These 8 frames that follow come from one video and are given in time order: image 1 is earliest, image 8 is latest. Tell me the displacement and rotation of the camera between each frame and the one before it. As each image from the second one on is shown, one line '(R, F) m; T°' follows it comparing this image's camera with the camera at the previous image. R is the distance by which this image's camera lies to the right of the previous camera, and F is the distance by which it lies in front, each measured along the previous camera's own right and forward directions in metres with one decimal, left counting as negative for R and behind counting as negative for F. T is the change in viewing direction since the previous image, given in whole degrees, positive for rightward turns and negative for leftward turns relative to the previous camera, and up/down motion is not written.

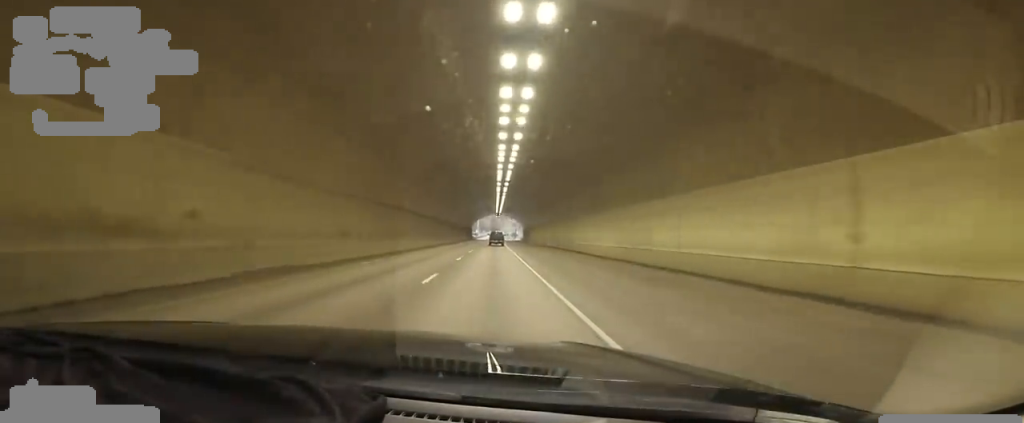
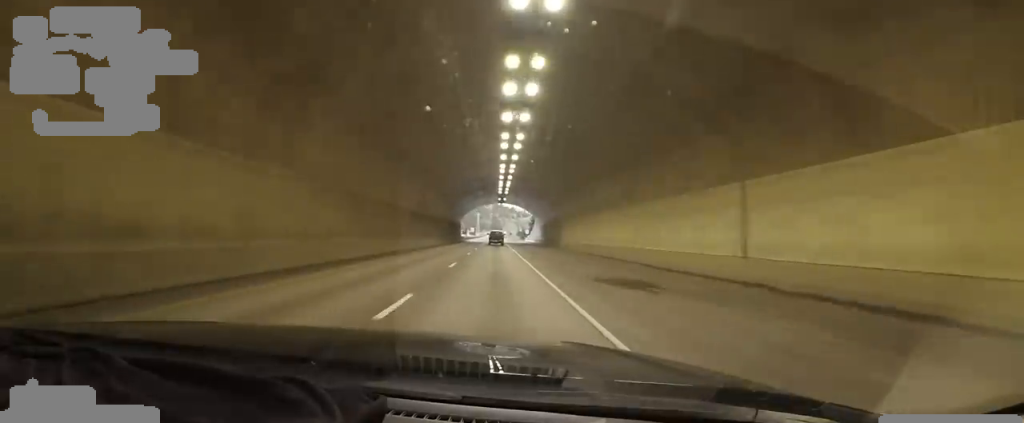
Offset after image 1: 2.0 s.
(+2.9, +52.7) m; 0°
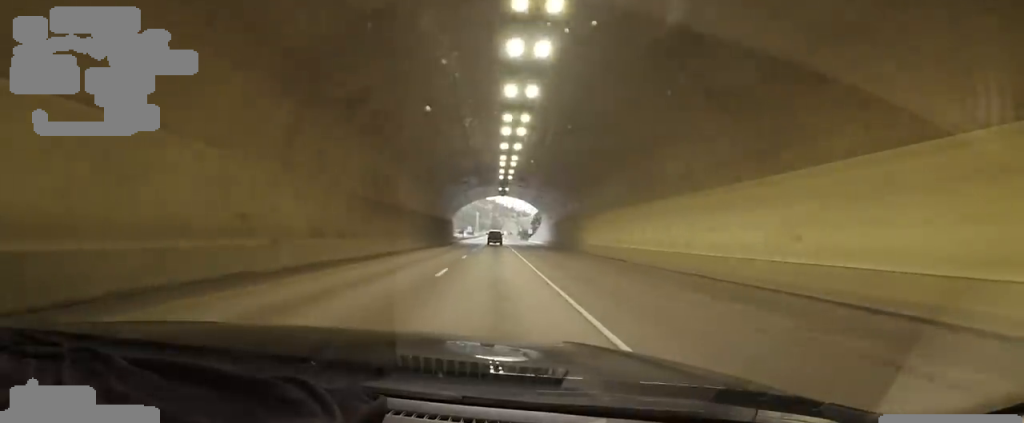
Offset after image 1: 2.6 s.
(-0.9, +15.8) m; 0°
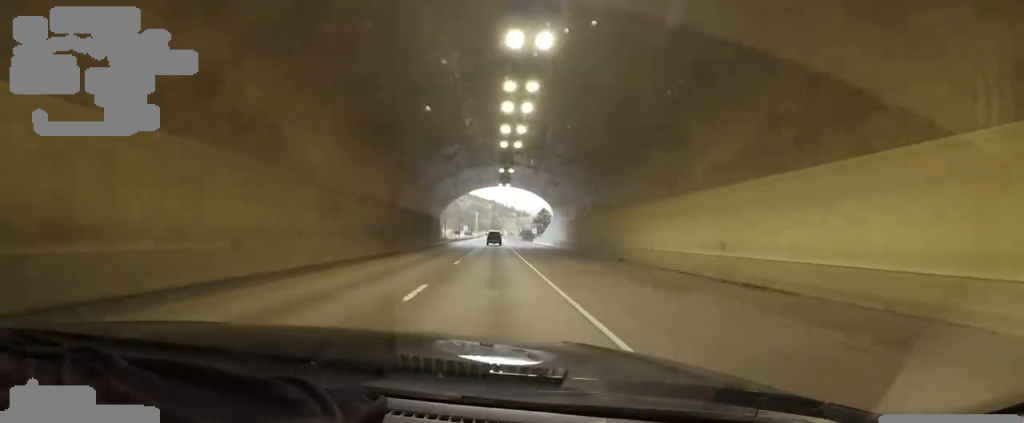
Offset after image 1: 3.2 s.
(-0.2, +16.7) m; 0°
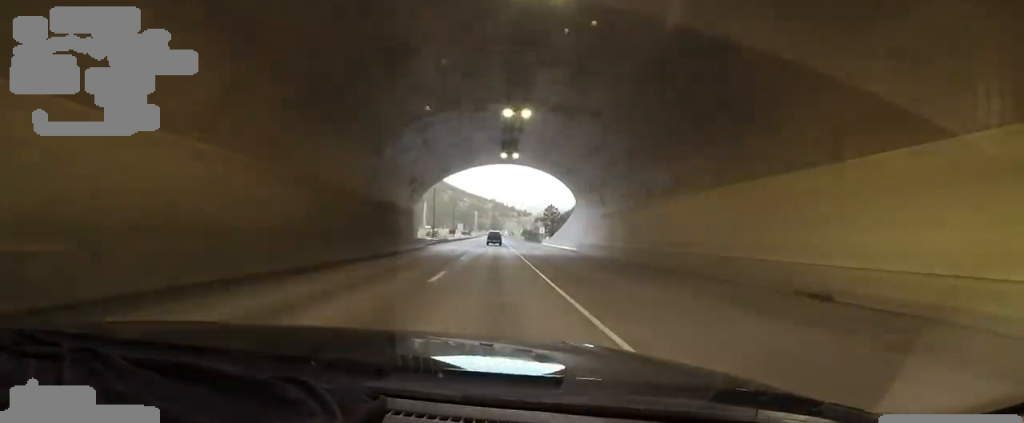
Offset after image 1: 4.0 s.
(+1.1, +19.4) m; 0°
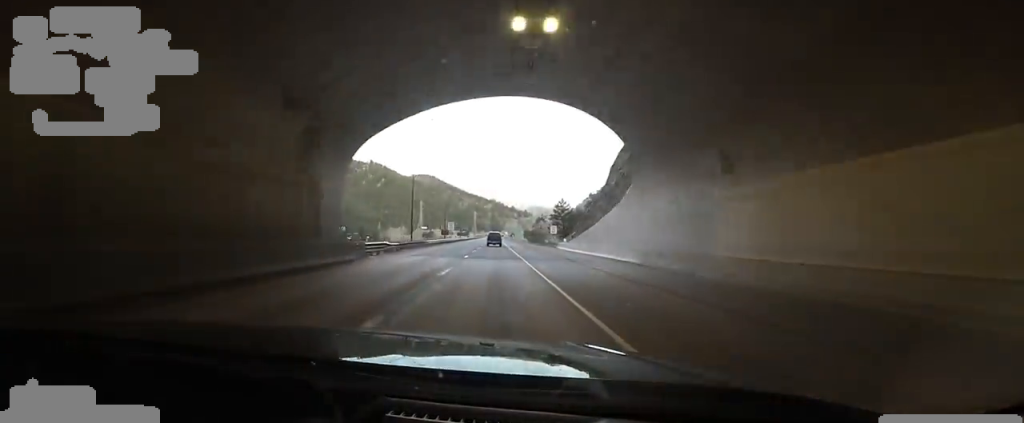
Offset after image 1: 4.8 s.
(-1.2, +21.6) m; 0°
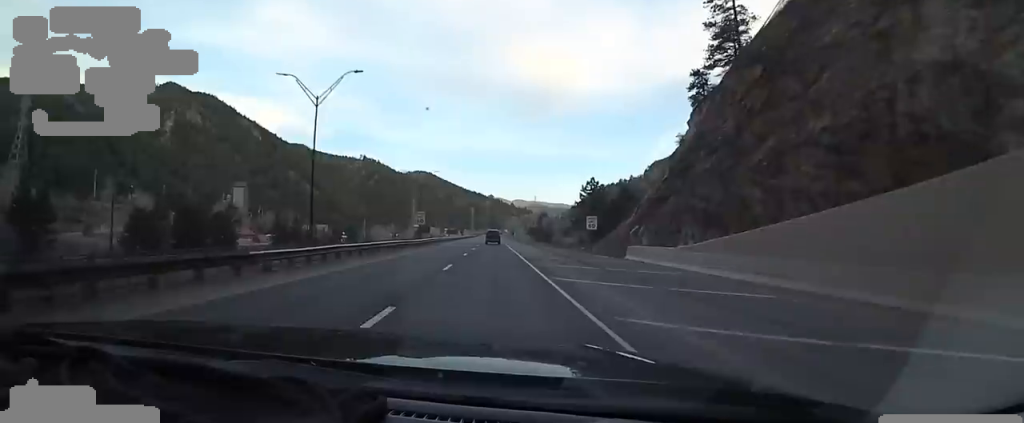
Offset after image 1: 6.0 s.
(+1.5, +35.3) m; +5°
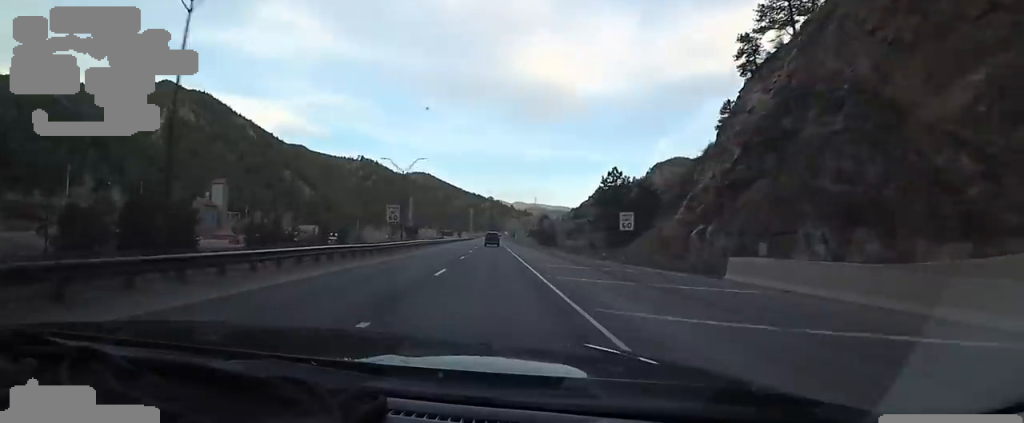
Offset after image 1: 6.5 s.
(+0.3, +14.7) m; +1°
